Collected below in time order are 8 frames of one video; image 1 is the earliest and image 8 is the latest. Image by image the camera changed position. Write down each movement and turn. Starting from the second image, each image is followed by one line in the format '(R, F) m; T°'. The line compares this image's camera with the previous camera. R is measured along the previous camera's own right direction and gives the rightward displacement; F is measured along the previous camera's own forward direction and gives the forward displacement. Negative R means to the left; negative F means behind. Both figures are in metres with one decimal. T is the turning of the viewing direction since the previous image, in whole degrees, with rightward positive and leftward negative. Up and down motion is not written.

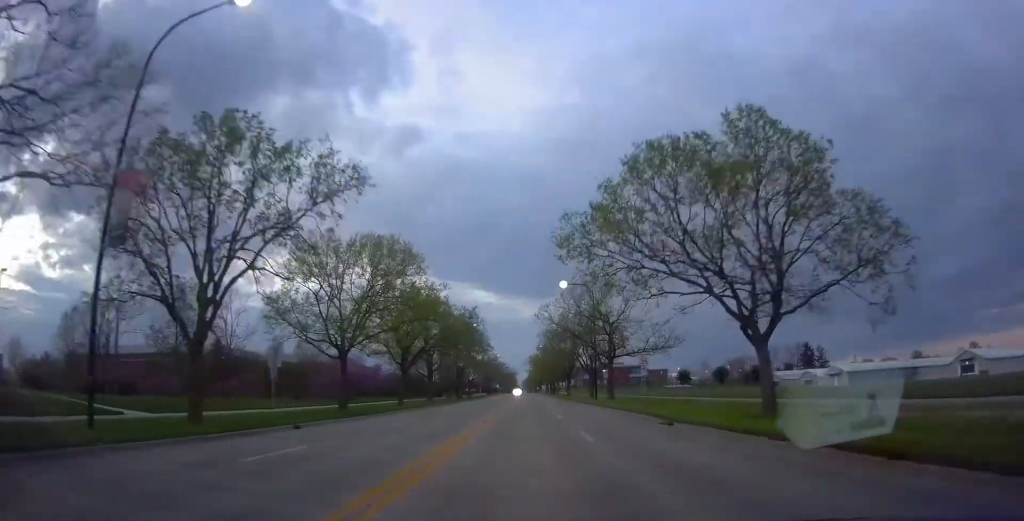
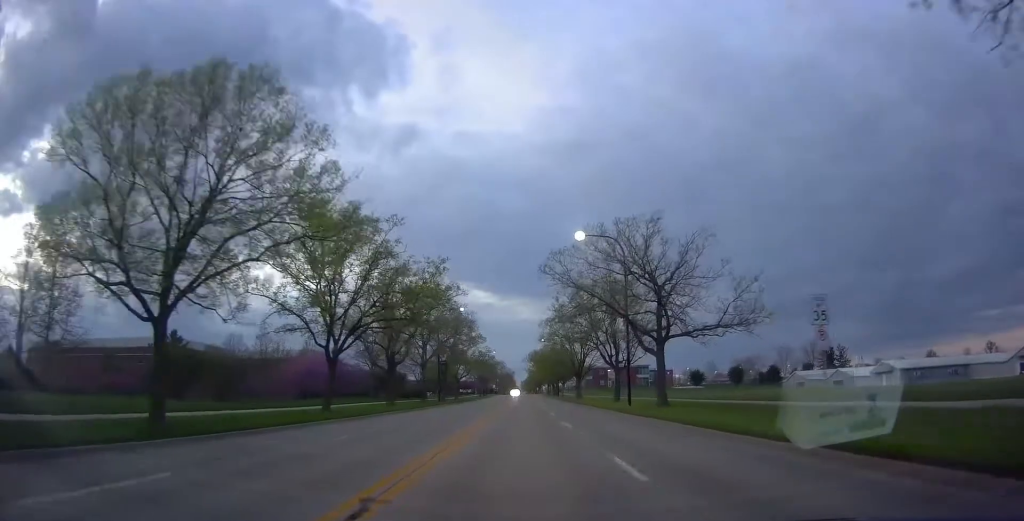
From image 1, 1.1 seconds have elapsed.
(0.0, +18.4) m; 0°
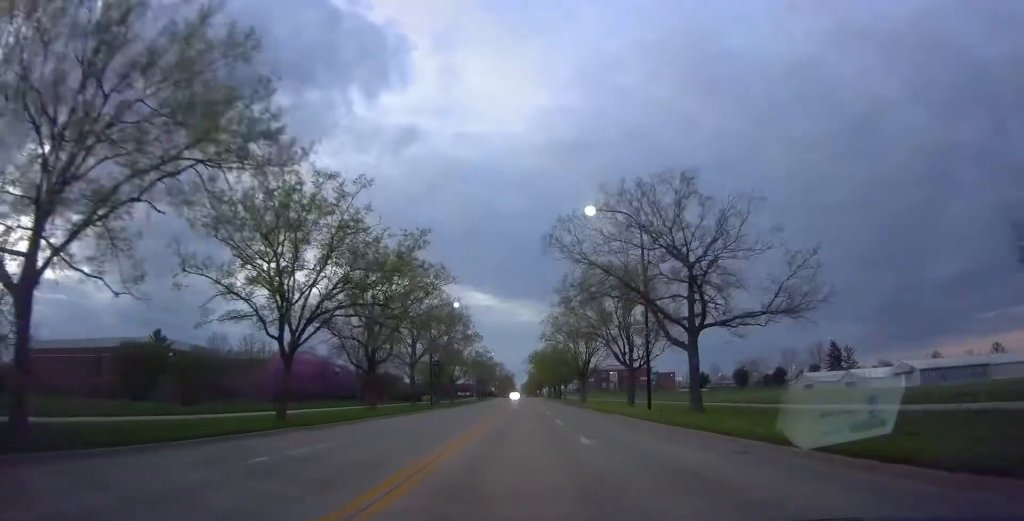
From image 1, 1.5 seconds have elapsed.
(0.0, +6.4) m; 0°
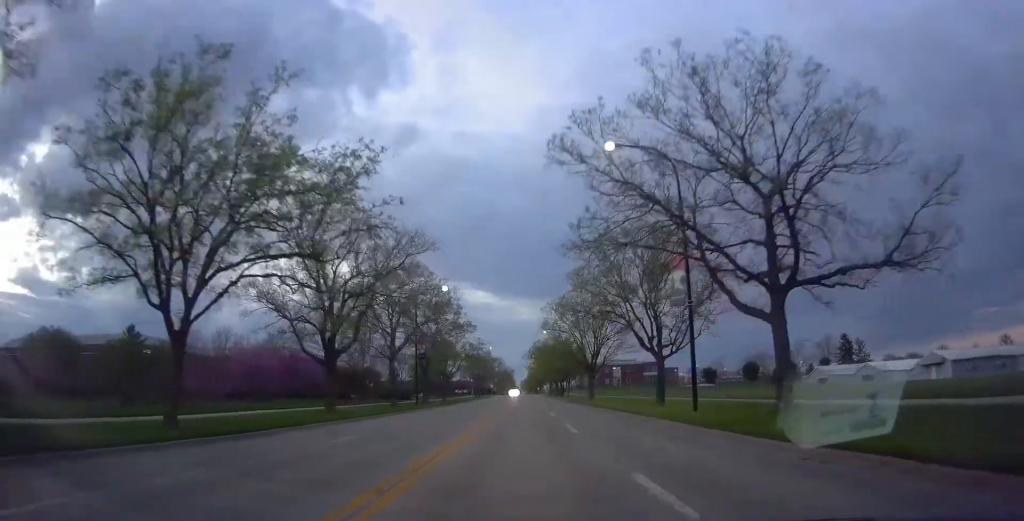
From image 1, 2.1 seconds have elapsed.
(0.0, +8.5) m; 0°
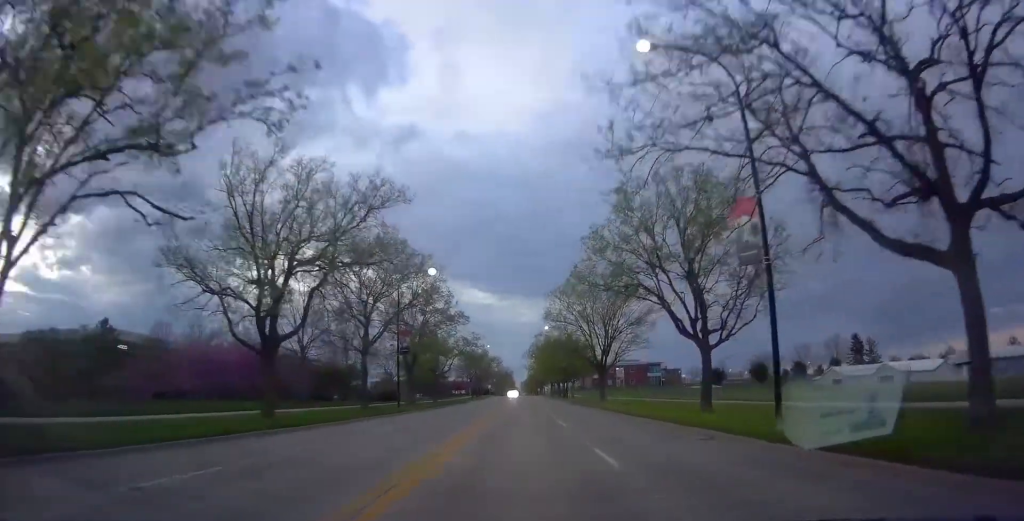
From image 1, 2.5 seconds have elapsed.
(0.0, +7.5) m; 0°
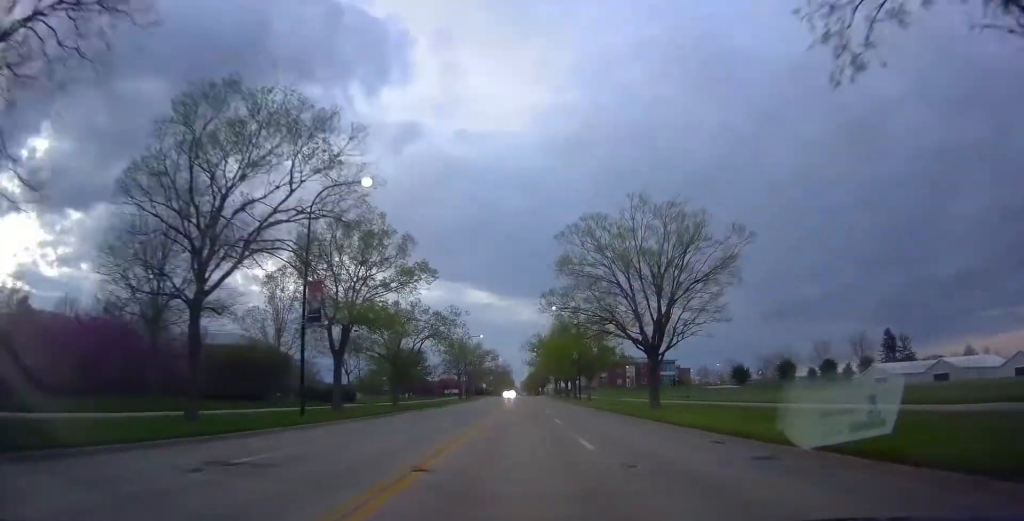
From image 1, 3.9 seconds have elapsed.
(0.0, +21.7) m; 0°
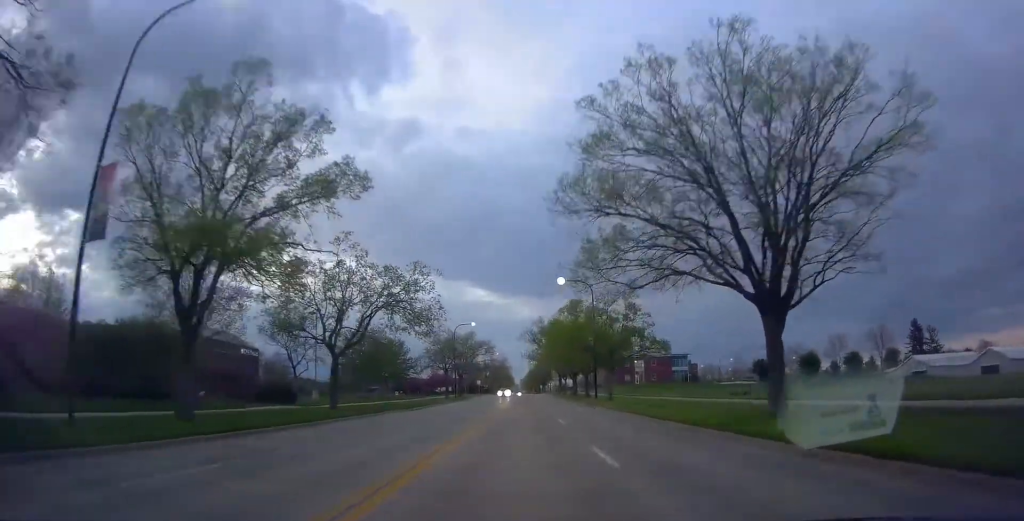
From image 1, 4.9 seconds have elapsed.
(0.0, +15.2) m; 0°
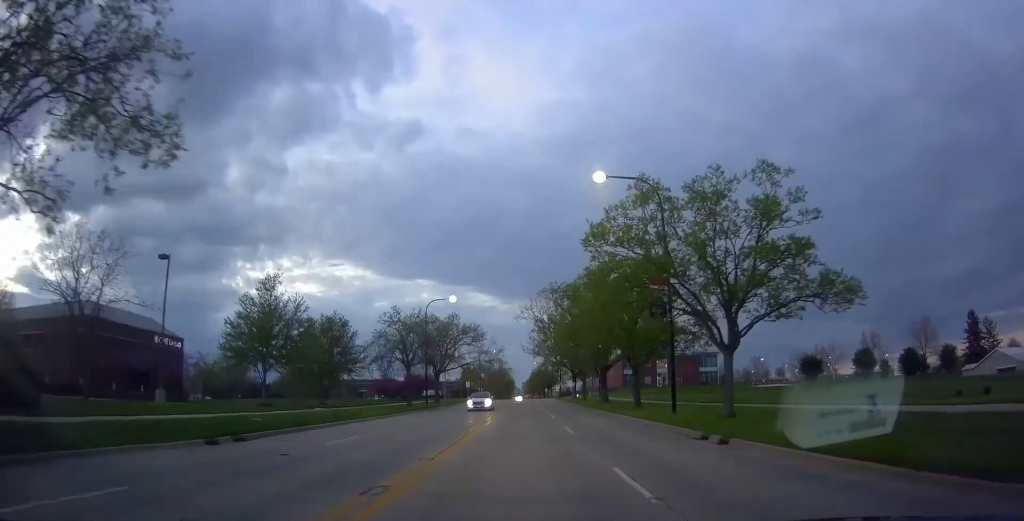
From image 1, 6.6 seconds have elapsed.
(0.0, +27.7) m; 0°
